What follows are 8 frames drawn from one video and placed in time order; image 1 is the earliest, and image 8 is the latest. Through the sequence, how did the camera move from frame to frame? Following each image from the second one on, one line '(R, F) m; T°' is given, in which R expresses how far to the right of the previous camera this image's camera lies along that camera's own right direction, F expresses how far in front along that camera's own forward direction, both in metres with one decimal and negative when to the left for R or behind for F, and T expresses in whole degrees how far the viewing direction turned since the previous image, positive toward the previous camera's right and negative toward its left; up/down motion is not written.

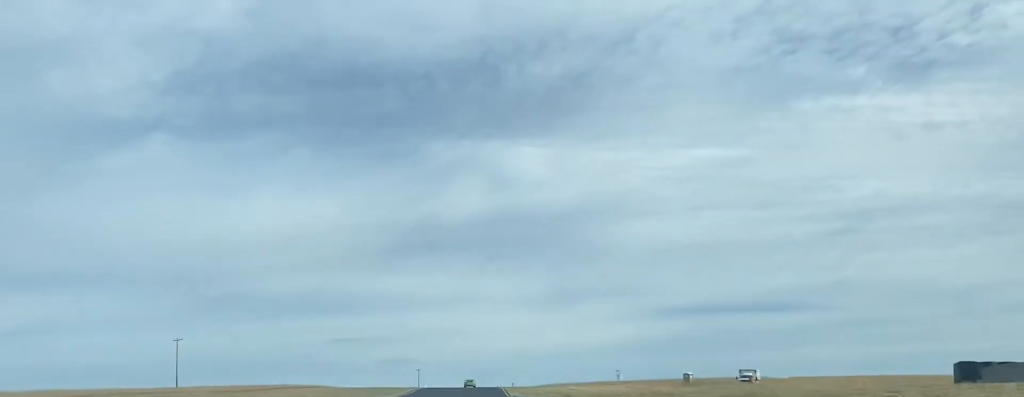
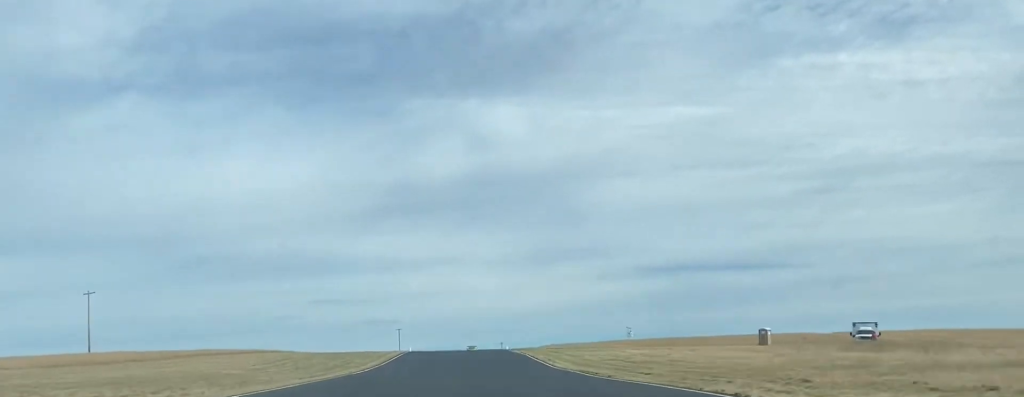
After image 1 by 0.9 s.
(+1.4, +36.5) m; +2°
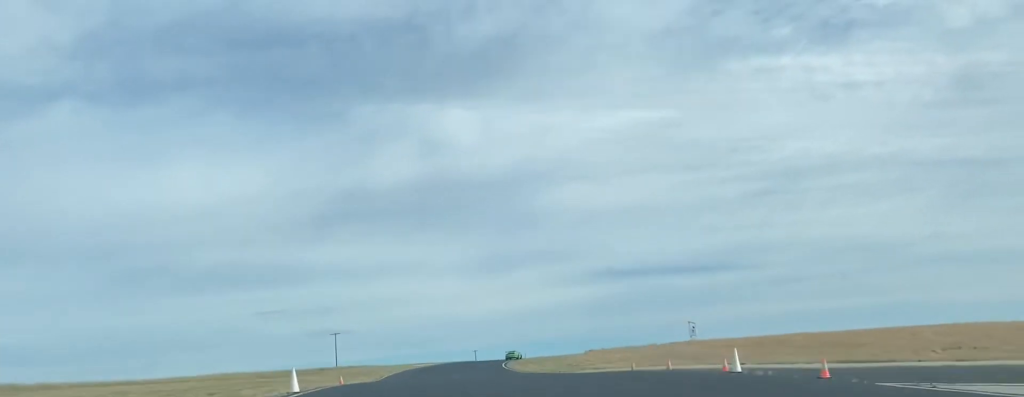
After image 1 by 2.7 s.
(+2.9, +83.2) m; +4°
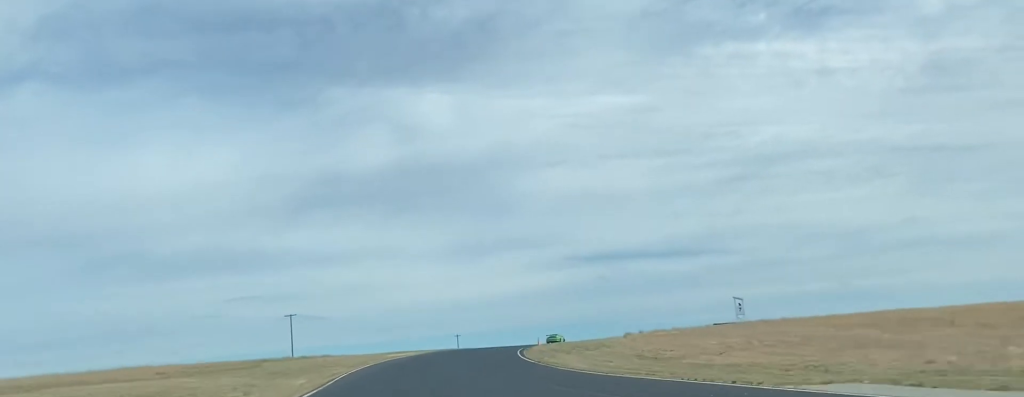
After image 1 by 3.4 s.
(+0.5, +32.7) m; +3°
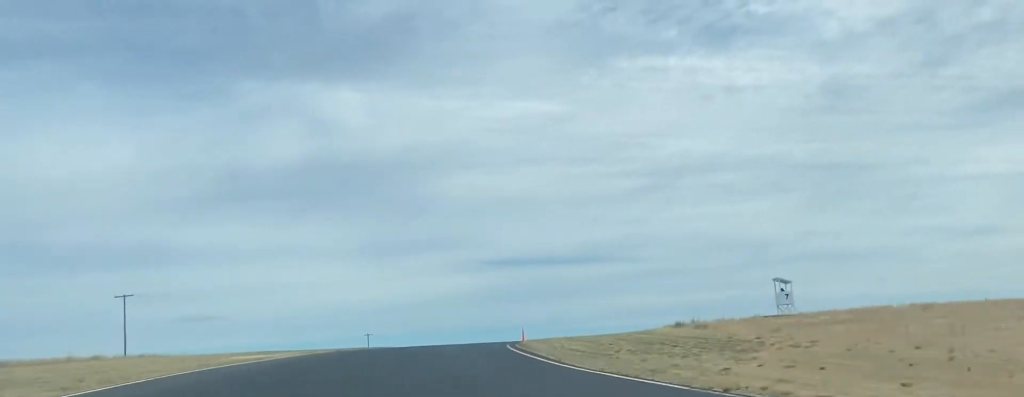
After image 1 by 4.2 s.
(+0.7, +41.1) m; +6°
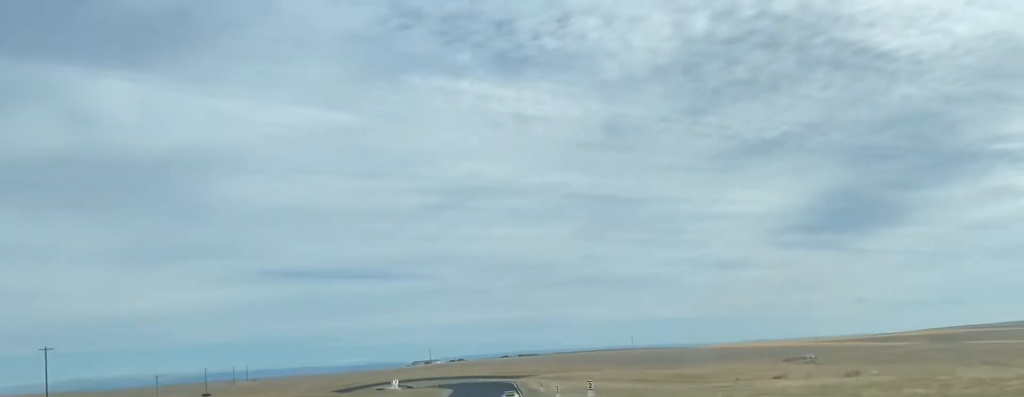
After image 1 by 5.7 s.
(+12.4, +72.8) m; +17°
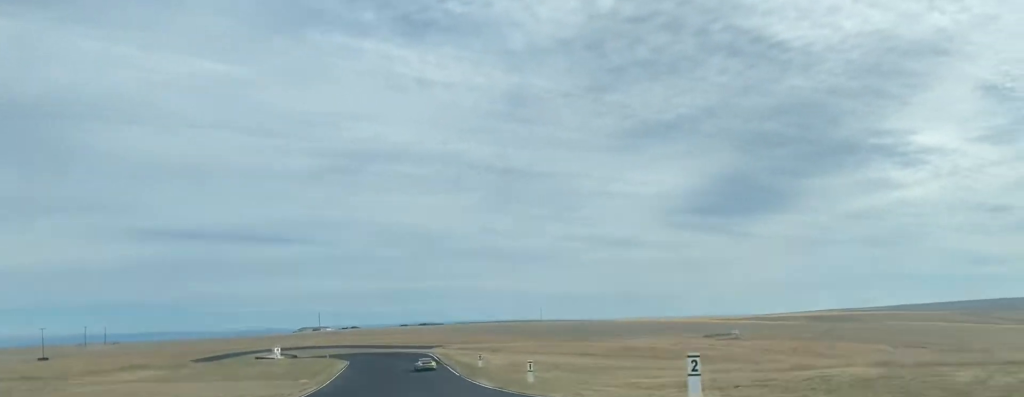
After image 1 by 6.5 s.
(+2.3, +35.0) m; +5°
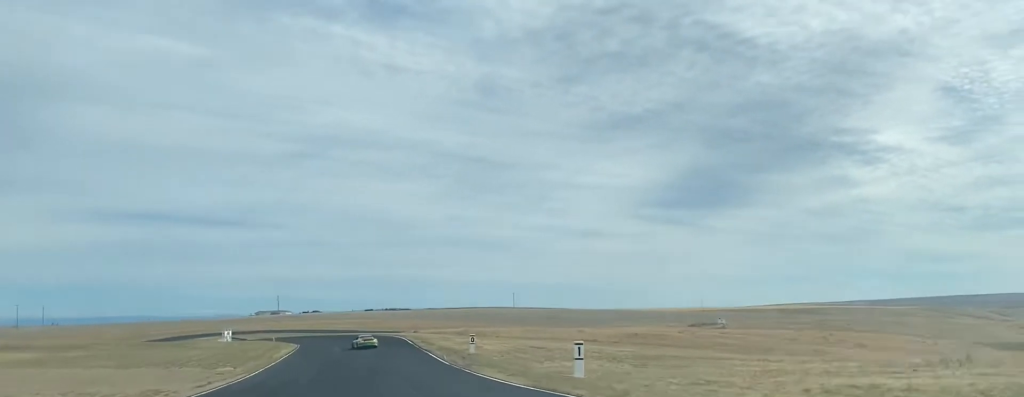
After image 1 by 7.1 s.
(+0.4, +24.8) m; +2°
